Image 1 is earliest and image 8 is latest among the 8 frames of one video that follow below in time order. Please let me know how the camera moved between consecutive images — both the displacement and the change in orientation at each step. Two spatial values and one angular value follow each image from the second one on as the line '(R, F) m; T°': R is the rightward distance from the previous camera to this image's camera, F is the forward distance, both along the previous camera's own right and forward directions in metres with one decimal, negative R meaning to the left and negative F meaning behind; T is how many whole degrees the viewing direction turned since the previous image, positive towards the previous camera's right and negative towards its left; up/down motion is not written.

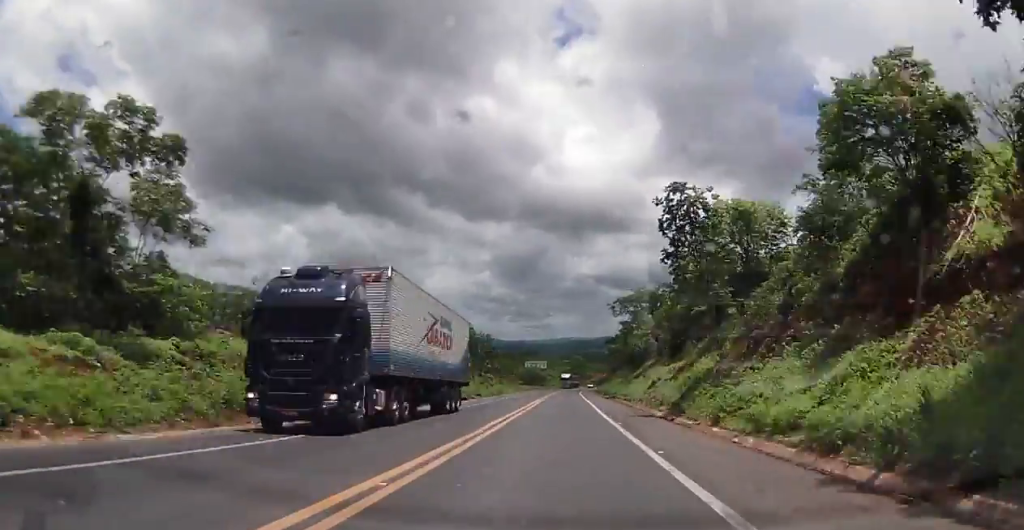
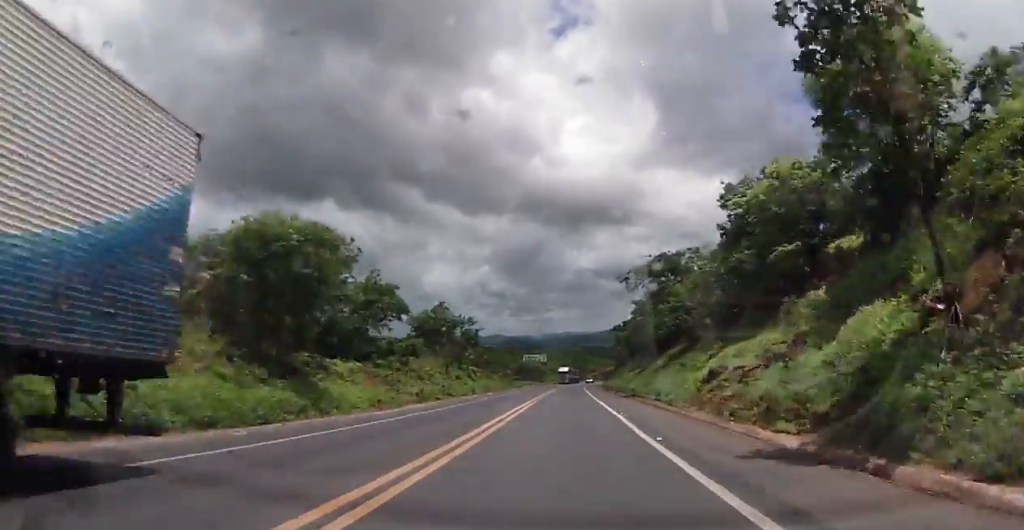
(+0.3, +17.8) m; +2°
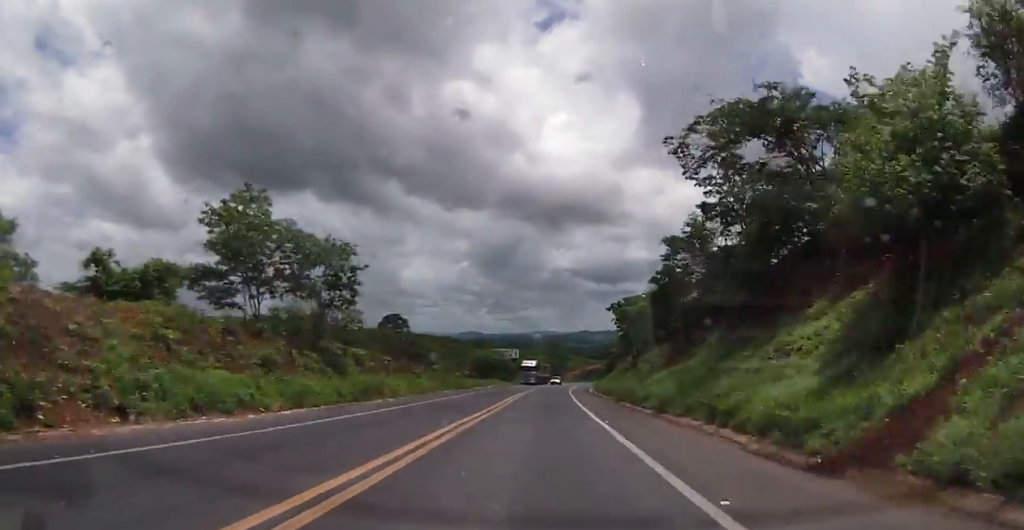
(+1.4, +37.8) m; +3°
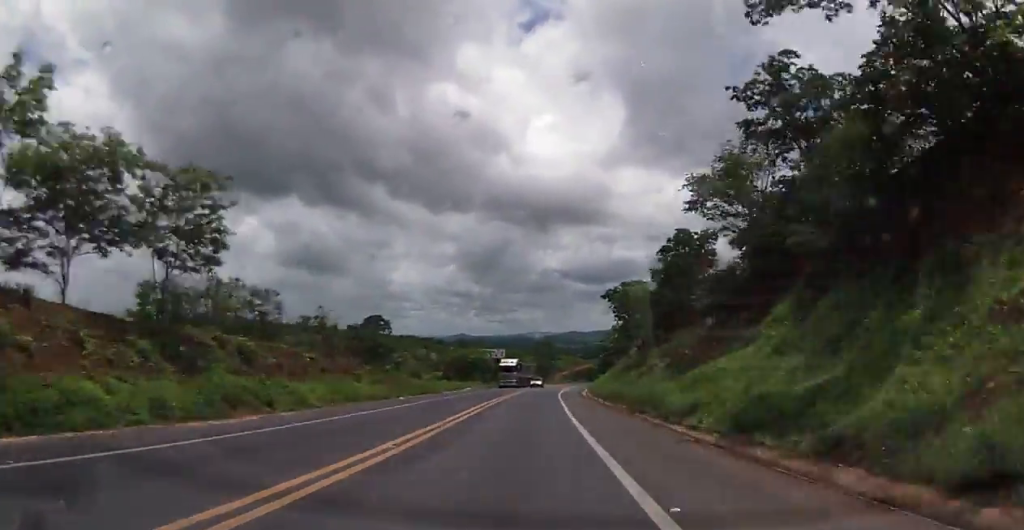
(-0.2, +13.4) m; +1°
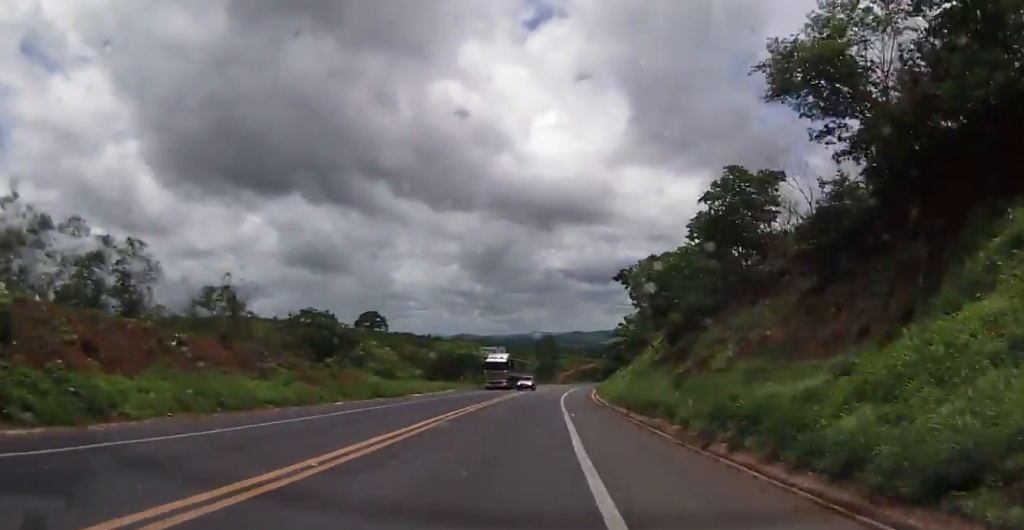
(-0.2, +13.4) m; +1°
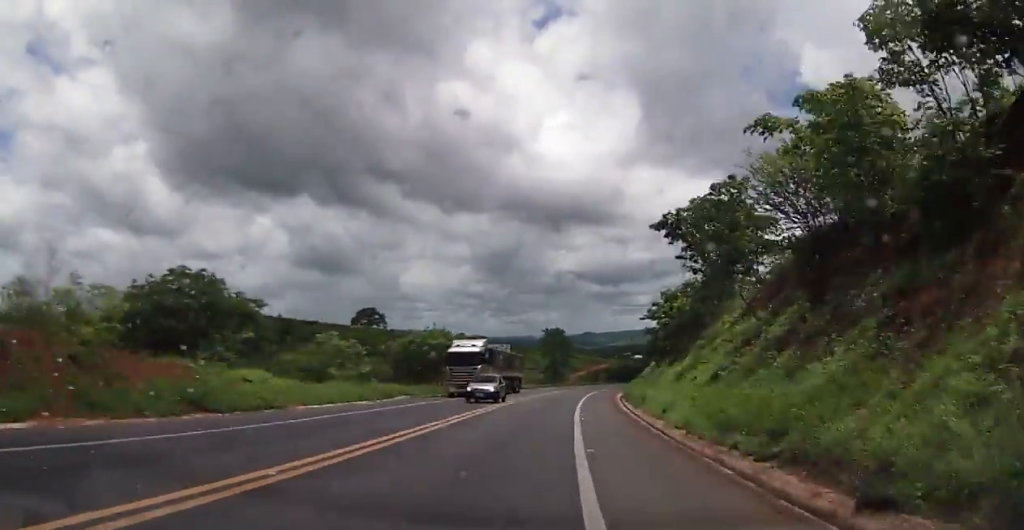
(+0.7, +21.3) m; +1°
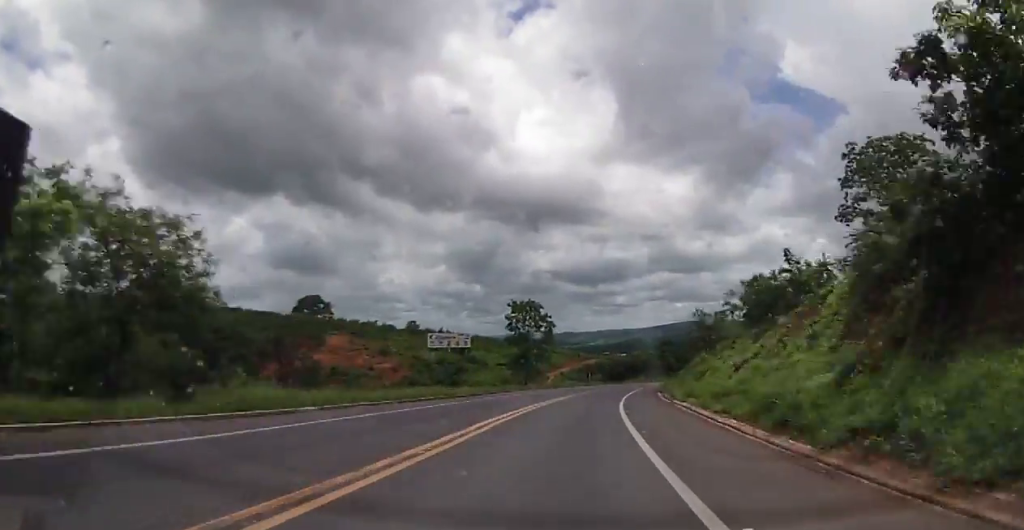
(0.0, +45.6) m; 0°
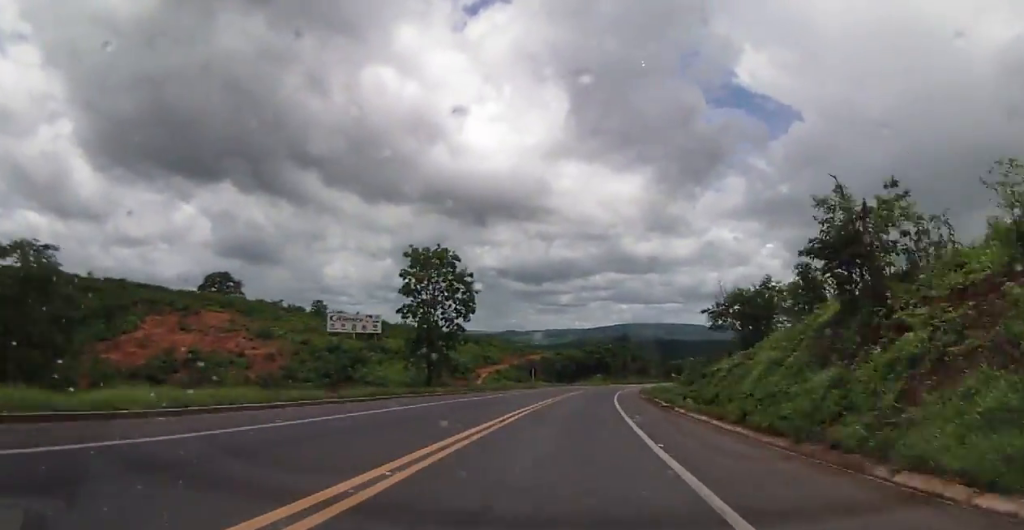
(-0.2, +33.0) m; +1°
